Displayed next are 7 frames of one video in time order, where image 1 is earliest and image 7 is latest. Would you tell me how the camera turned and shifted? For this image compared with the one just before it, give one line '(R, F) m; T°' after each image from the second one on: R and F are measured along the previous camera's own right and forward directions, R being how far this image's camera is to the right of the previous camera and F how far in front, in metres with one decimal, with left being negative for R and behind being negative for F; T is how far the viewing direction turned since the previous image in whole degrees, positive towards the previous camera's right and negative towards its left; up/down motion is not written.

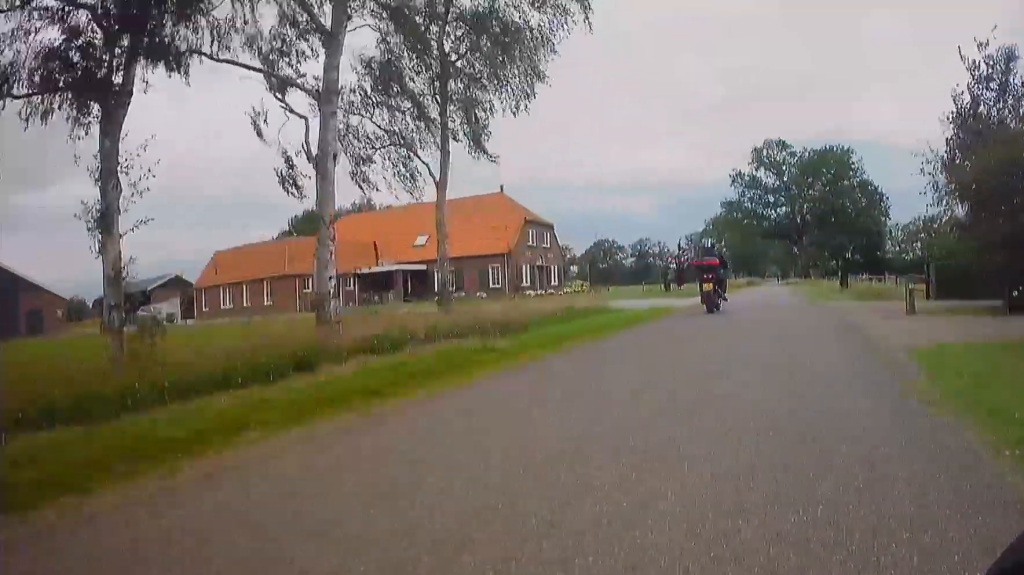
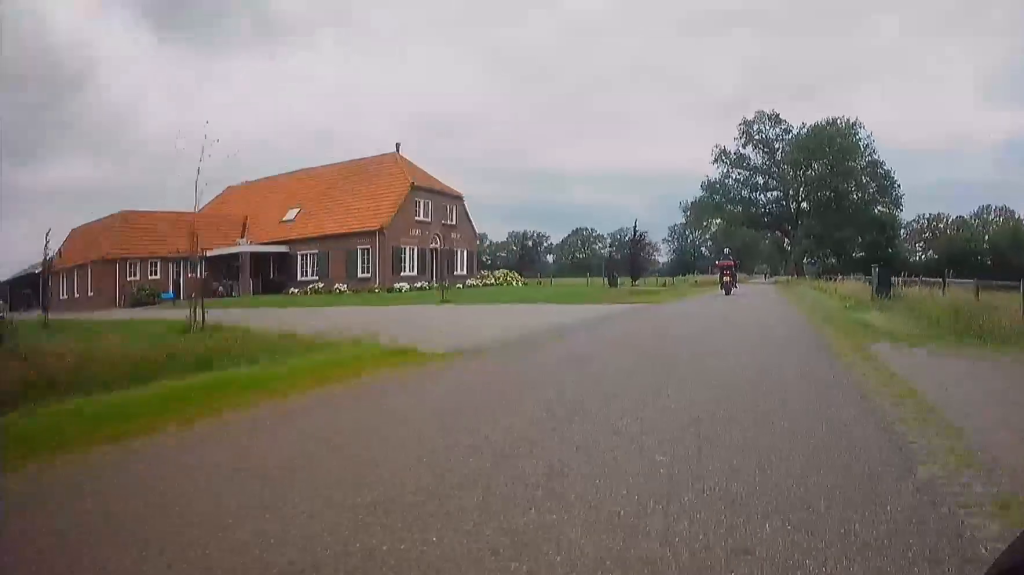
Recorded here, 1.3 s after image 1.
(-0.2, +13.6) m; 0°
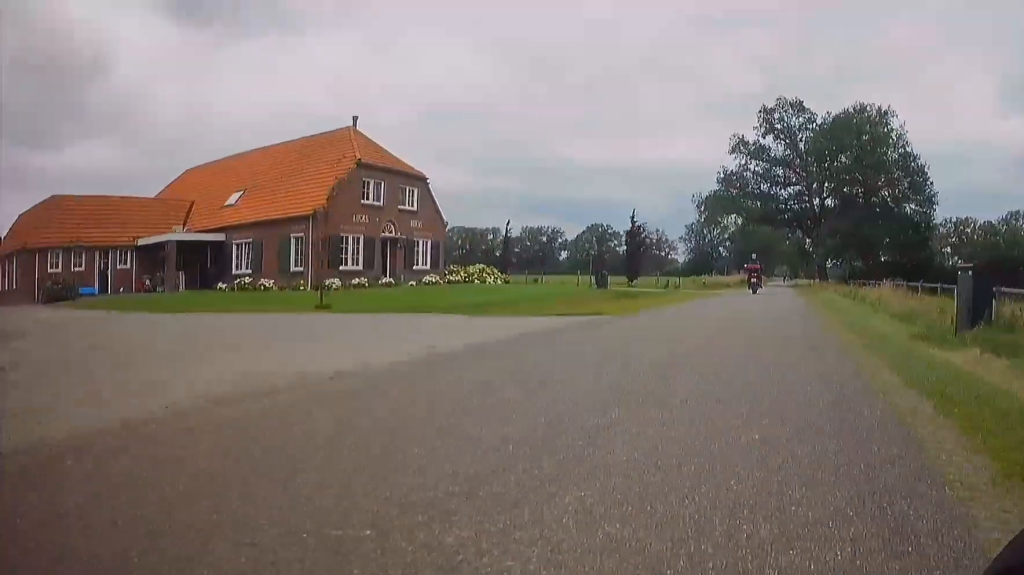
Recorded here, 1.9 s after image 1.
(+0.1, +6.5) m; 0°
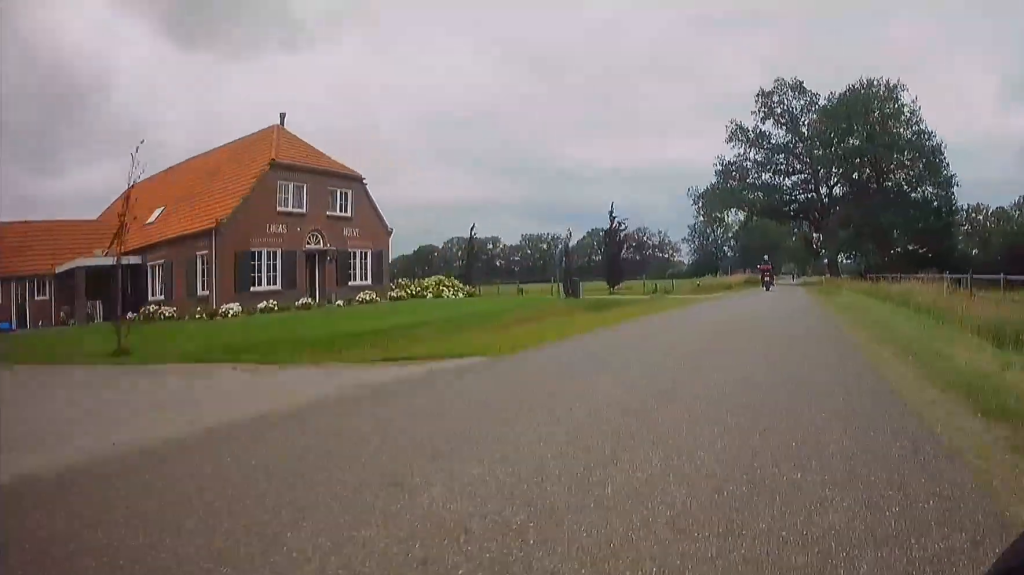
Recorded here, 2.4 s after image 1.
(0.0, +5.6) m; 0°
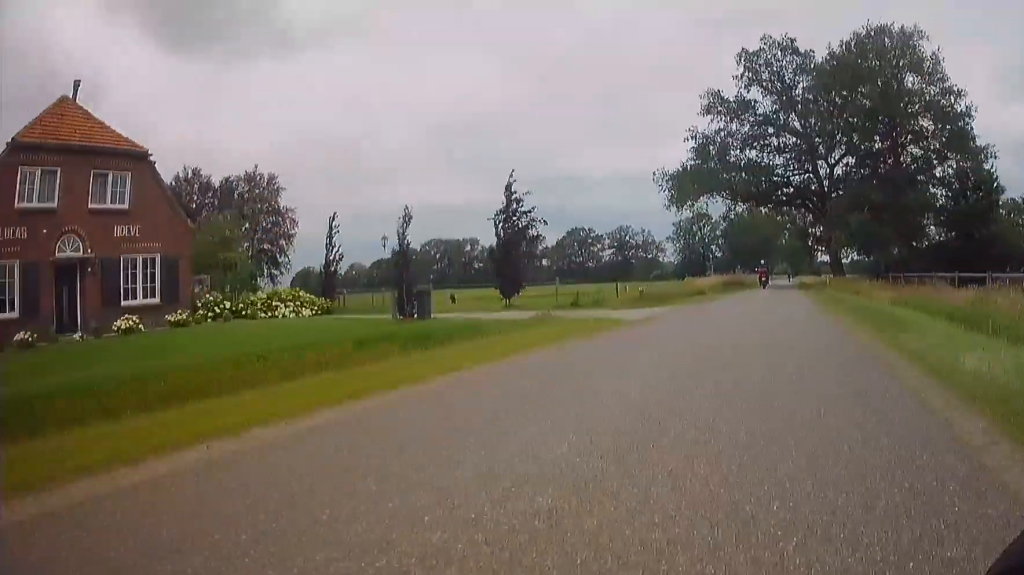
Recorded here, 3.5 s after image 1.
(-0.1, +11.8) m; +1°
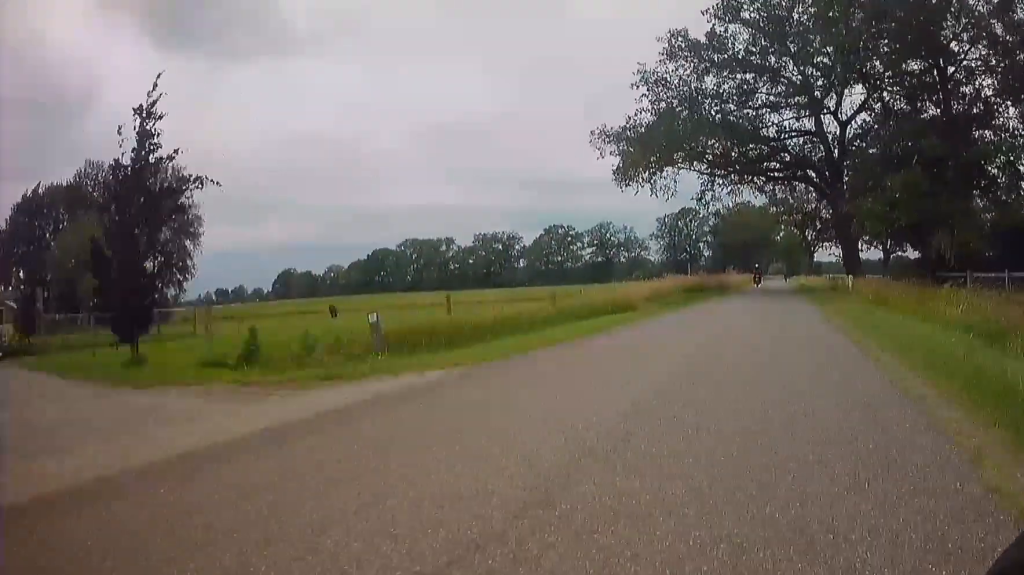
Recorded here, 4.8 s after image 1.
(+0.1, +14.3) m; 0°
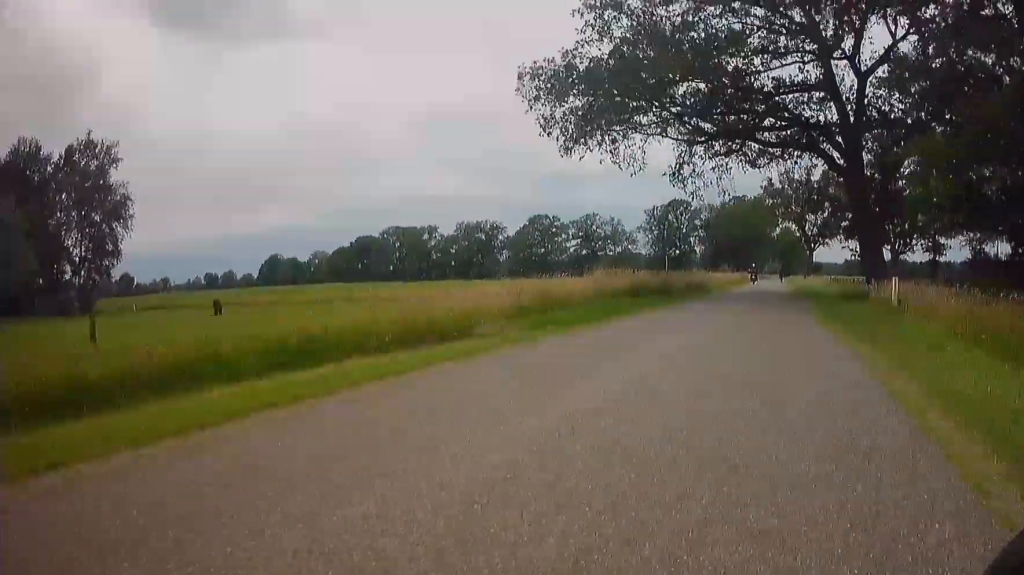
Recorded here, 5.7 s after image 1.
(-0.1, +9.8) m; -1°
